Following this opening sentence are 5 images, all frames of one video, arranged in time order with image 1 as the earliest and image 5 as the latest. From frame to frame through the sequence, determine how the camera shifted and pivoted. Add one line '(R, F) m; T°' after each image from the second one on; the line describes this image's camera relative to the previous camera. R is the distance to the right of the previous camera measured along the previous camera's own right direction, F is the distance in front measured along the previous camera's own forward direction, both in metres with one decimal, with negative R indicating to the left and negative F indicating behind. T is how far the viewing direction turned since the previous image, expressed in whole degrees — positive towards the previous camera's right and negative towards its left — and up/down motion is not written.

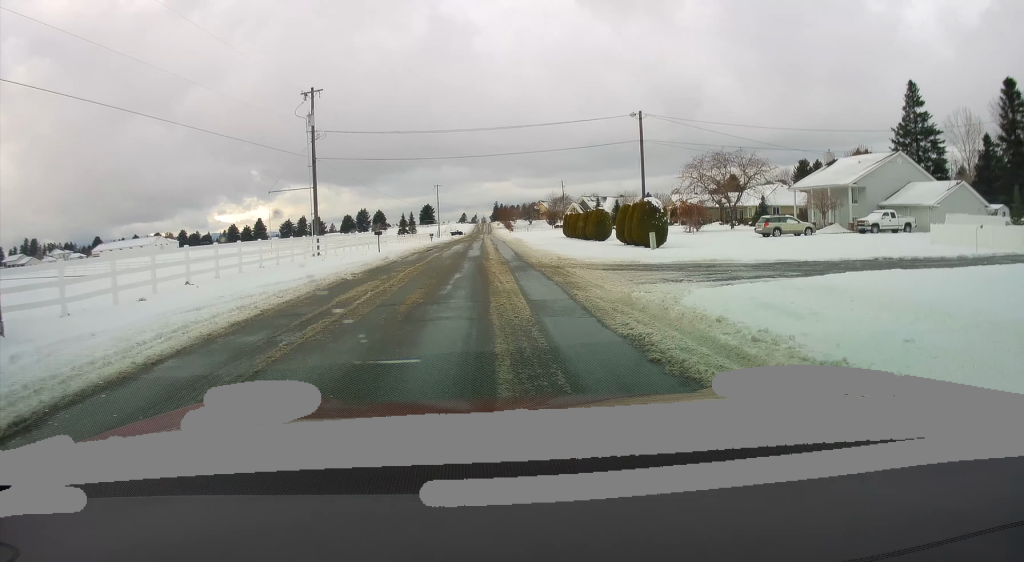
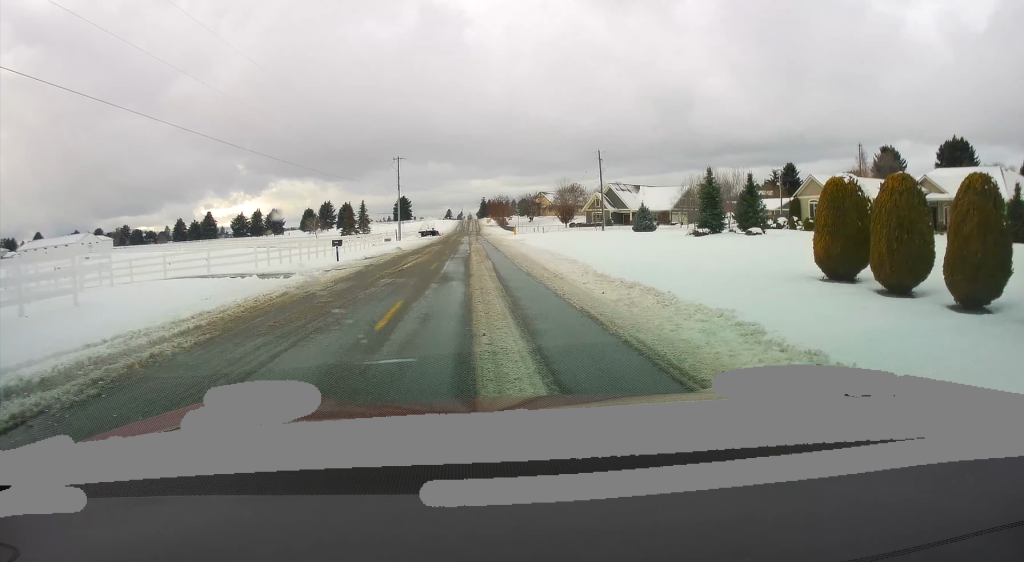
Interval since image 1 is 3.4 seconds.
(-0.1, +49.5) m; +2°
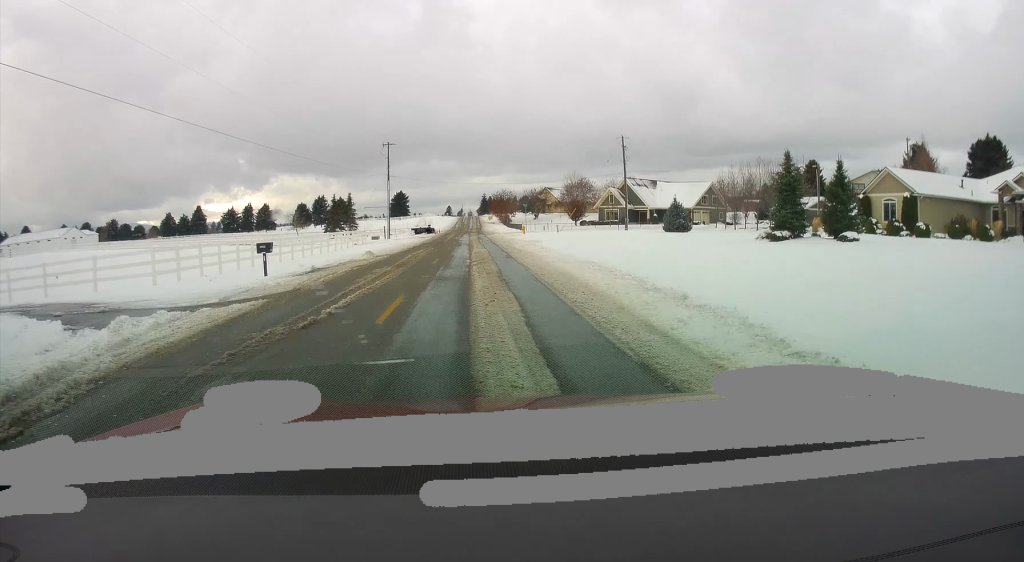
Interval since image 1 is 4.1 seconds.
(-0.3, +11.4) m; -3°
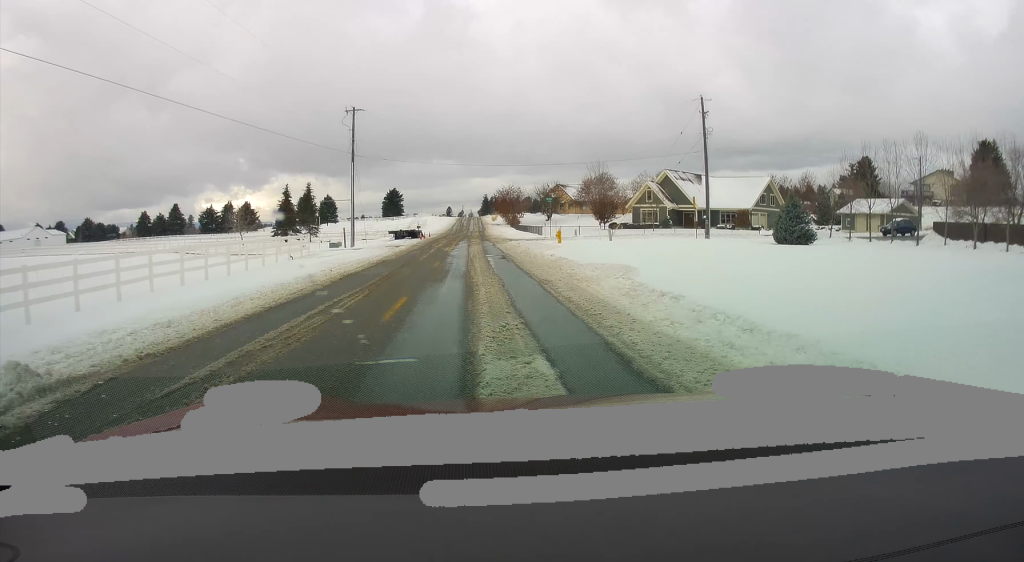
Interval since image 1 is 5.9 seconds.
(-0.7, +27.7) m; 0°
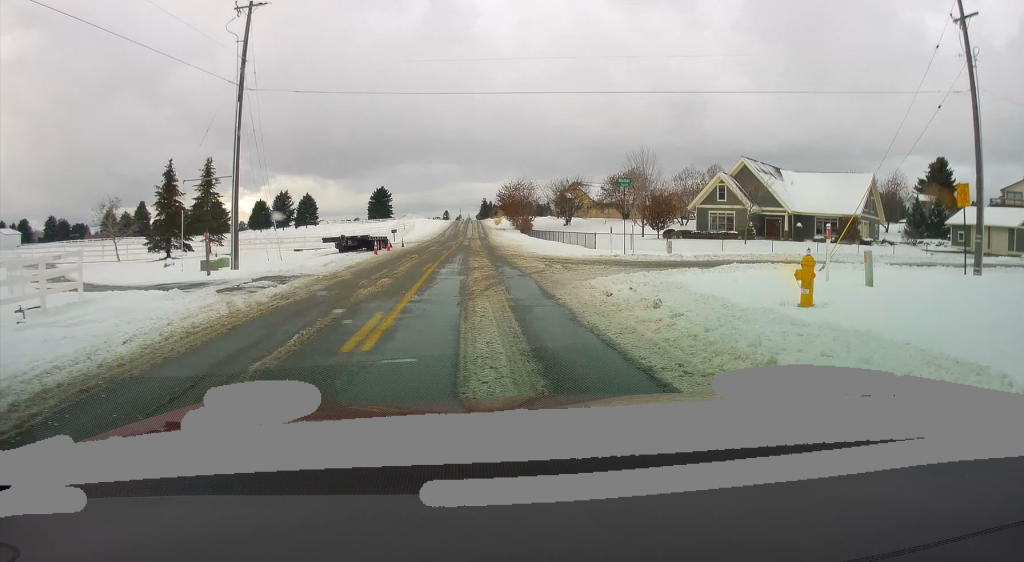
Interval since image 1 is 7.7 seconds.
(+0.5, +27.2) m; +1°
